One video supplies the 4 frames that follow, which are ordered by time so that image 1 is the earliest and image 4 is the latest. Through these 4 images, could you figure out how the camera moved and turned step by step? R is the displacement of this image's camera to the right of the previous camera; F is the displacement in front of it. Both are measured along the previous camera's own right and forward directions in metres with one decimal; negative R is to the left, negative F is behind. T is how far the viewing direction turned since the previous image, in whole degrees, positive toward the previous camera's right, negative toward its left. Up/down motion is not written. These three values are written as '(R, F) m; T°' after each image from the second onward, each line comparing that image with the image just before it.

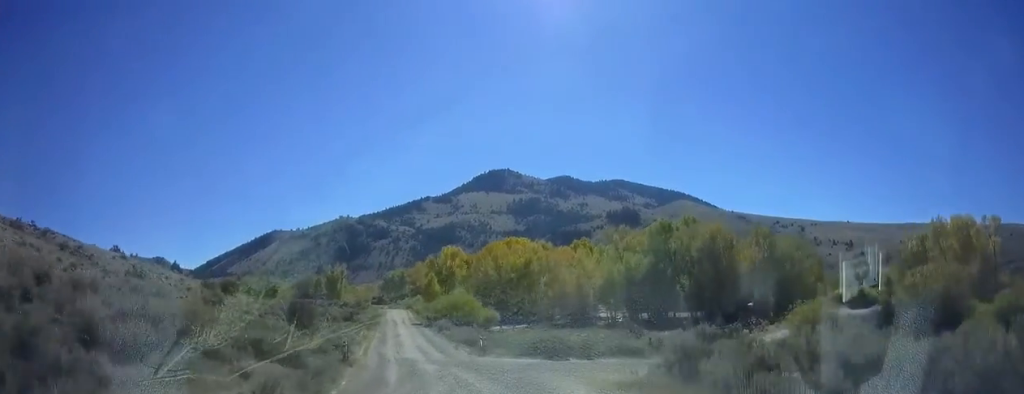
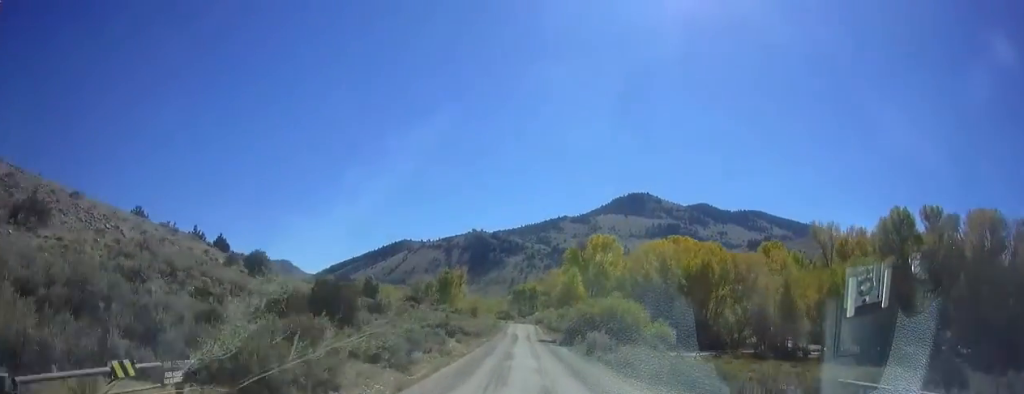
(-2.6, +30.1) m; -7°
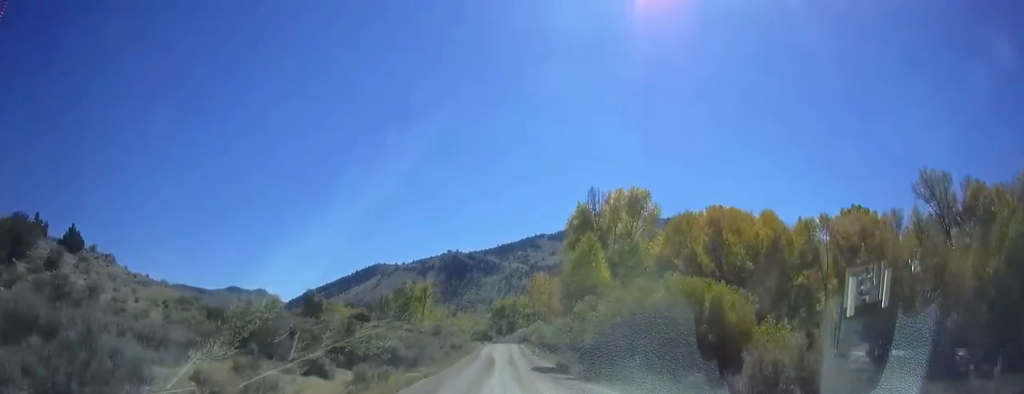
(0.0, +36.5) m; 0°
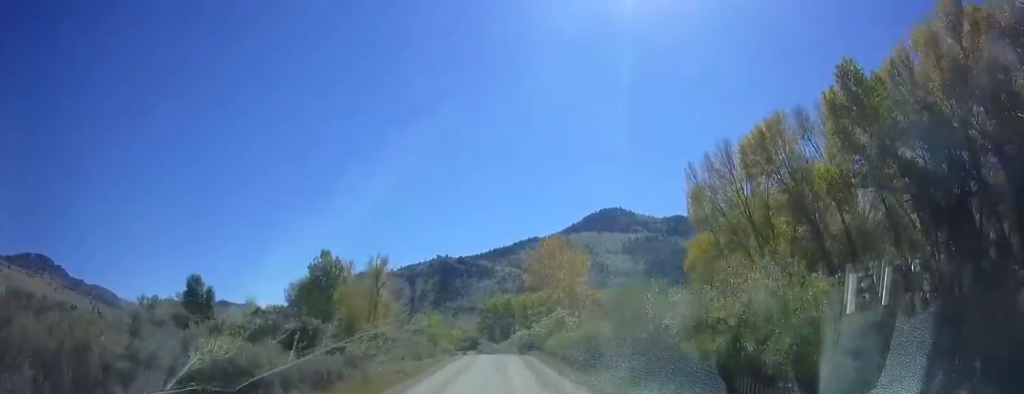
(+0.3, +60.4) m; 0°
